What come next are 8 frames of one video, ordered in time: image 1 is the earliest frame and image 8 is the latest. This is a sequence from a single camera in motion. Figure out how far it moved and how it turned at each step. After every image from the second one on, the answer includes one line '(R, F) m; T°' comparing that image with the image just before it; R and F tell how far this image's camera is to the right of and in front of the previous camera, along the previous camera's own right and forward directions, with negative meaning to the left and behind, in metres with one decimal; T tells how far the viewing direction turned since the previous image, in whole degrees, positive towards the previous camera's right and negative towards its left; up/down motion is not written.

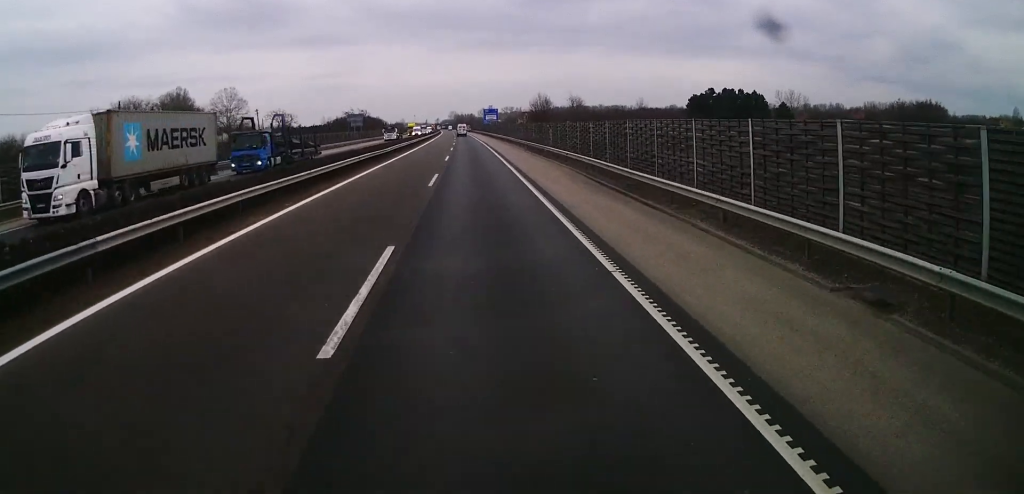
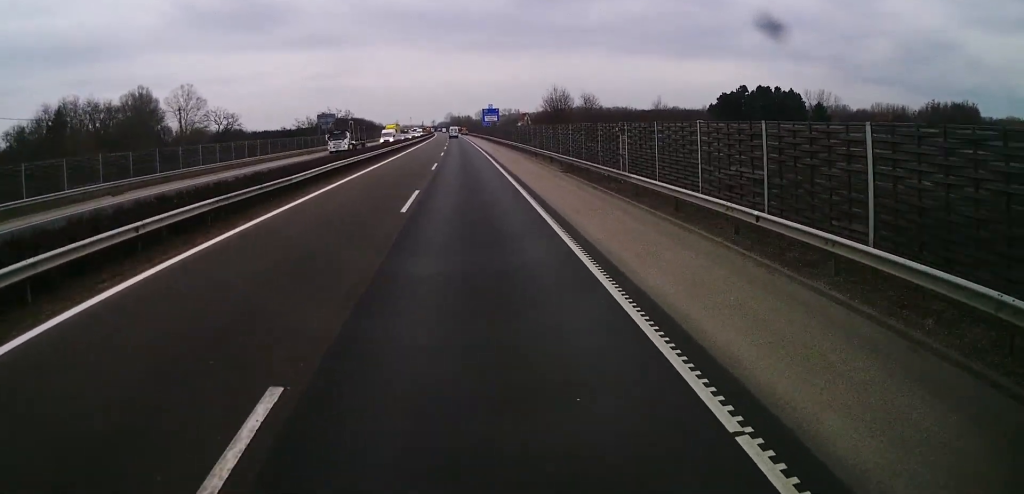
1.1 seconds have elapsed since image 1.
(+0.5, +25.5) m; 0°
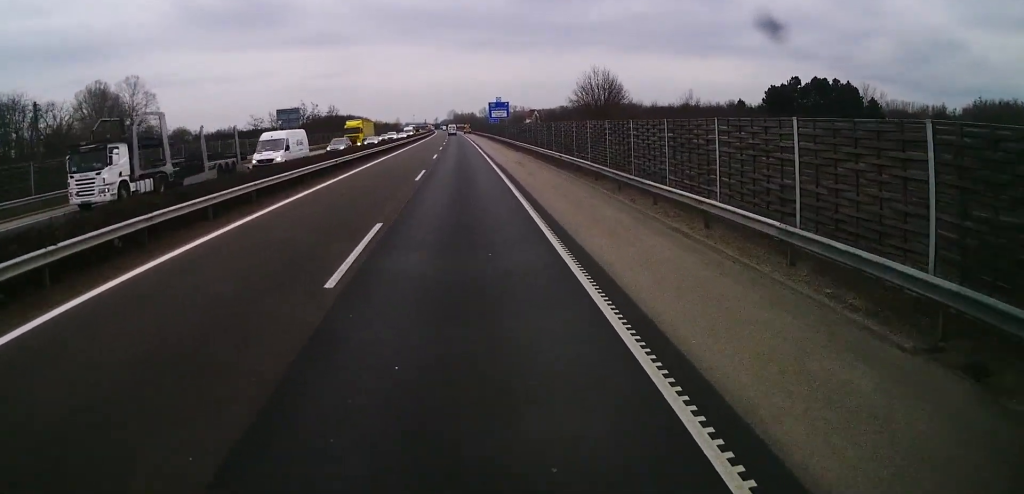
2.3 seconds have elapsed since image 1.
(-0.5, +27.0) m; -1°
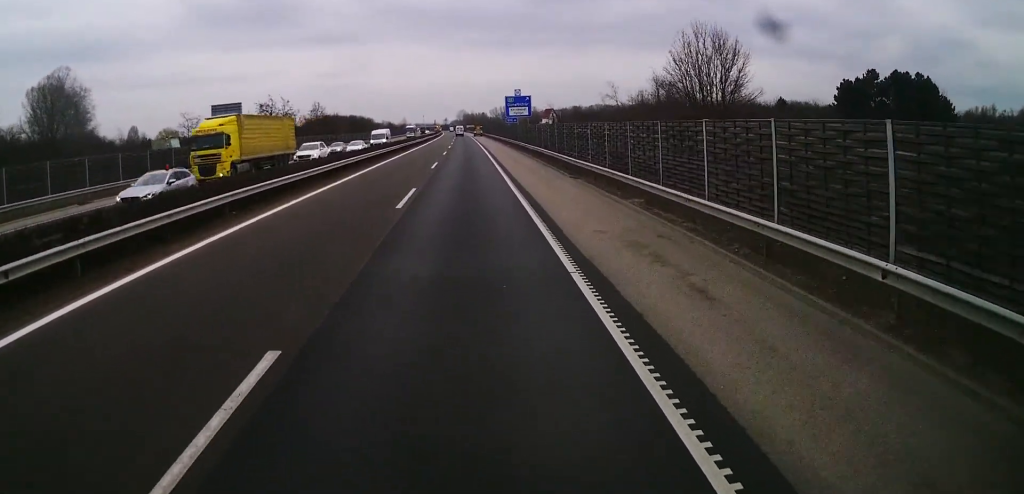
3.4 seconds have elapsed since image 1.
(+0.1, +26.9) m; +1°
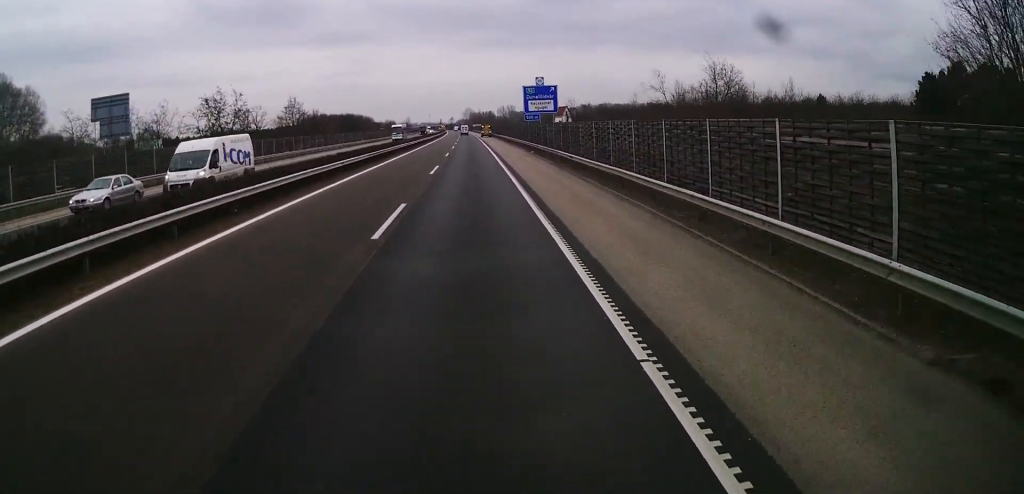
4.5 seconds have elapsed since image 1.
(+0.2, +23.8) m; 0°
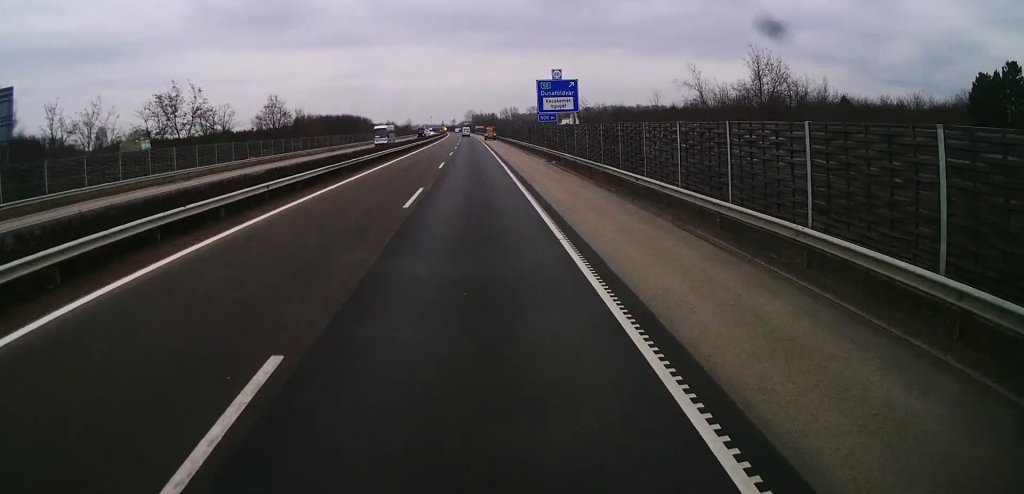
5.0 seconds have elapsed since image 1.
(-0.1, +13.1) m; -1°
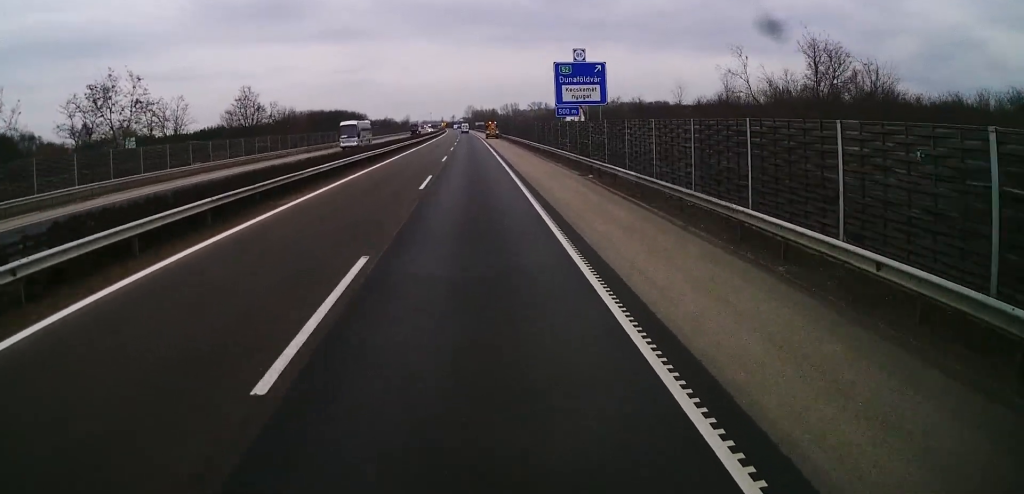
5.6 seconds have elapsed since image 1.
(0.0, +13.1) m; 0°
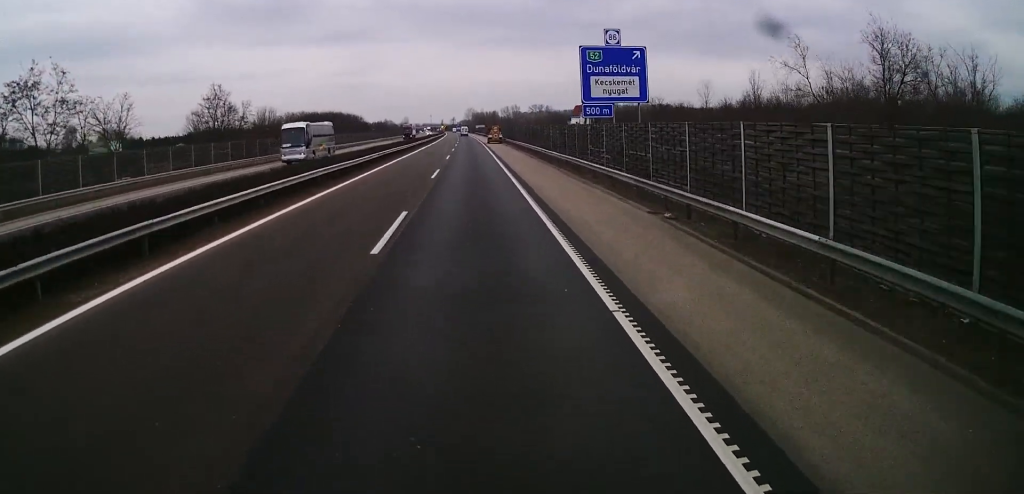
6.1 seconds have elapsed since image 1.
(+0.1, +11.5) m; 0°
